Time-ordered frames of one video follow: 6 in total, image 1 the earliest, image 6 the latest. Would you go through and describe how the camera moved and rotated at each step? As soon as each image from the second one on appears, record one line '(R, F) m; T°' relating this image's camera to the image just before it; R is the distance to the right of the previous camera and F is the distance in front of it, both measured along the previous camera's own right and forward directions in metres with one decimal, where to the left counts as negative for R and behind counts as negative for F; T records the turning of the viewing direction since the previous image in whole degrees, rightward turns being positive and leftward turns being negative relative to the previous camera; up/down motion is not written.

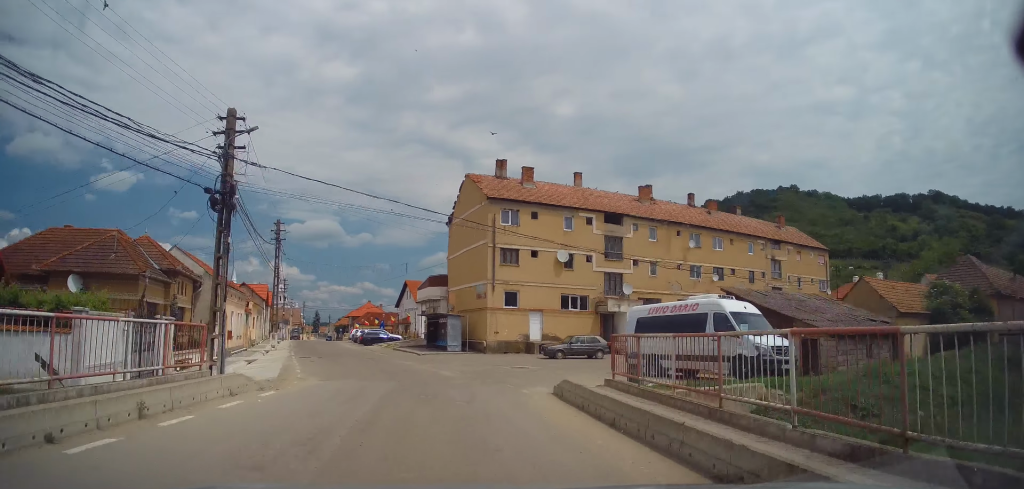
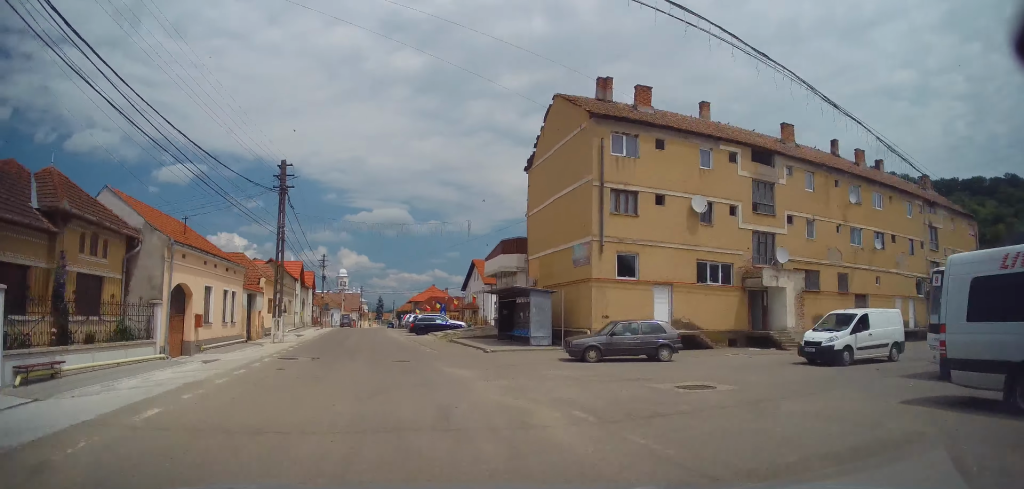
(-0.7, +12.0) m; -7°
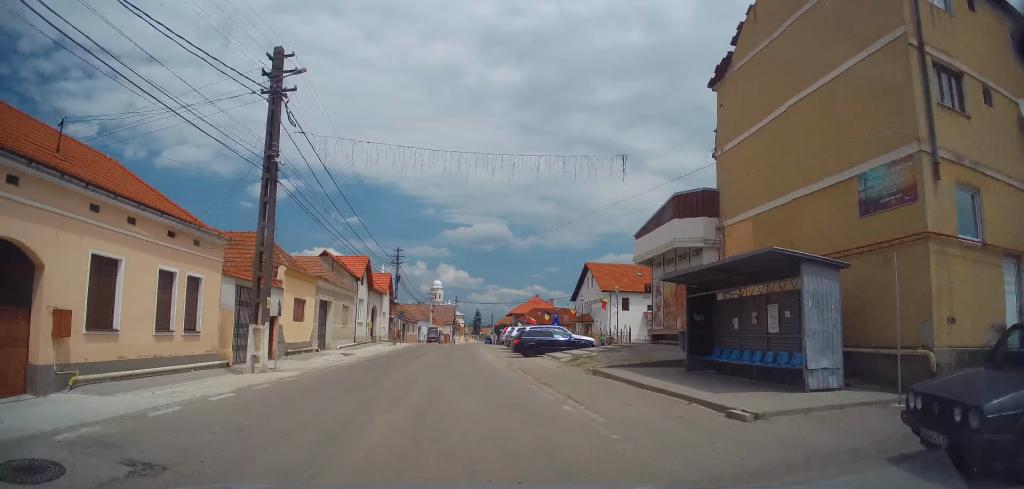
(-0.6, +14.1) m; -6°
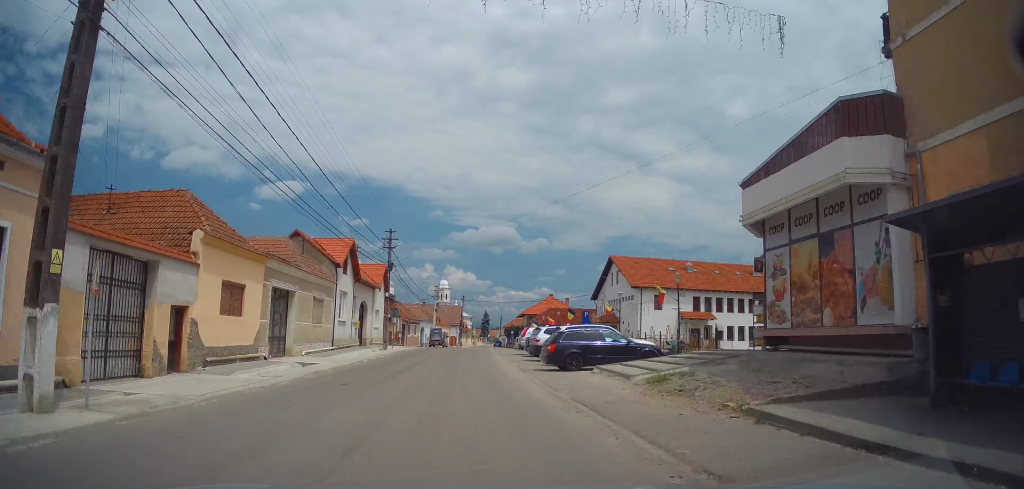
(-0.4, +8.6) m; -4°
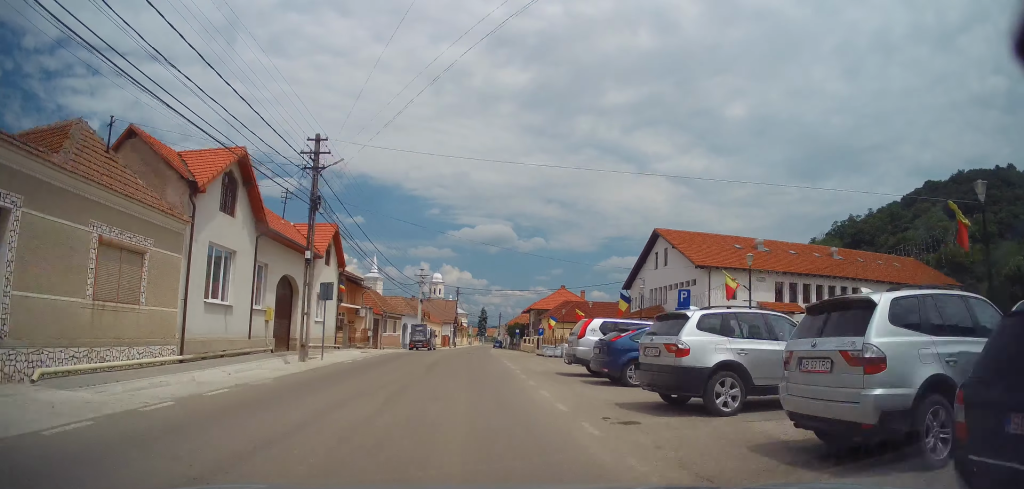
(-0.3, +16.4) m; 0°
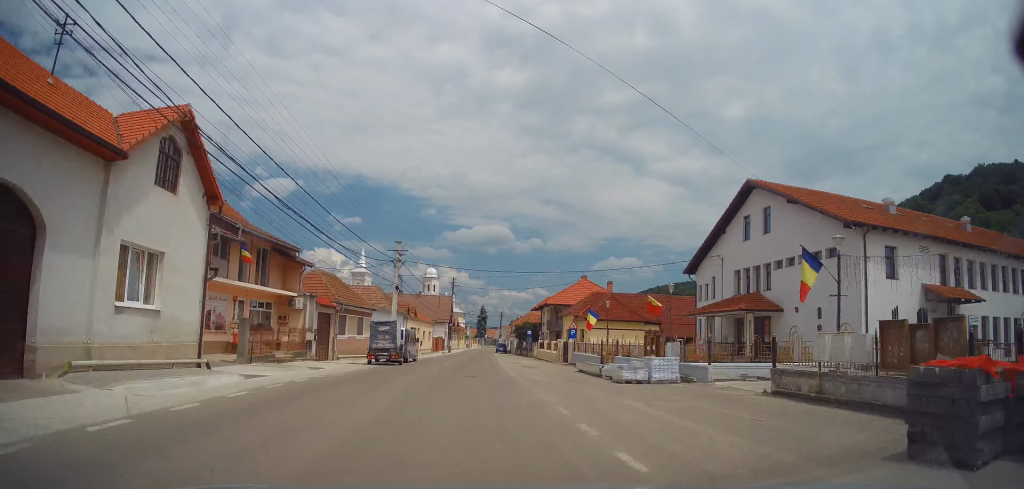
(+0.2, +16.2) m; +2°
